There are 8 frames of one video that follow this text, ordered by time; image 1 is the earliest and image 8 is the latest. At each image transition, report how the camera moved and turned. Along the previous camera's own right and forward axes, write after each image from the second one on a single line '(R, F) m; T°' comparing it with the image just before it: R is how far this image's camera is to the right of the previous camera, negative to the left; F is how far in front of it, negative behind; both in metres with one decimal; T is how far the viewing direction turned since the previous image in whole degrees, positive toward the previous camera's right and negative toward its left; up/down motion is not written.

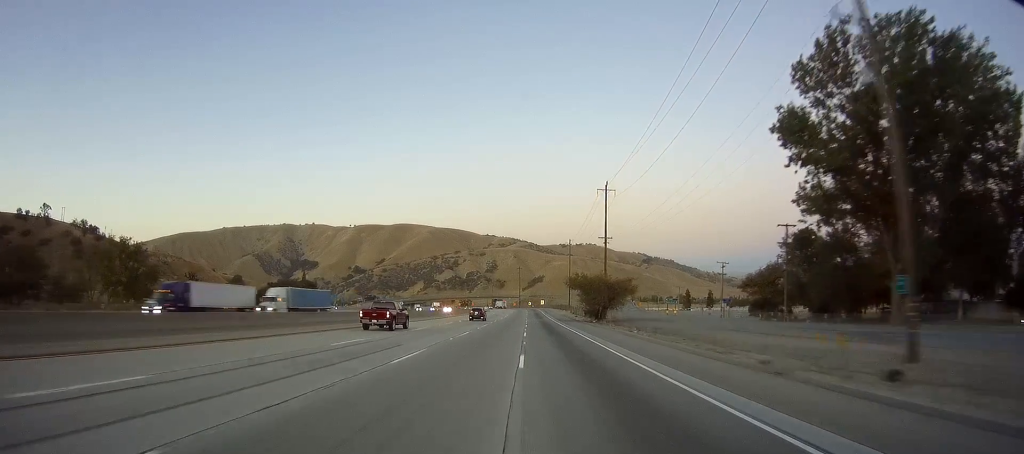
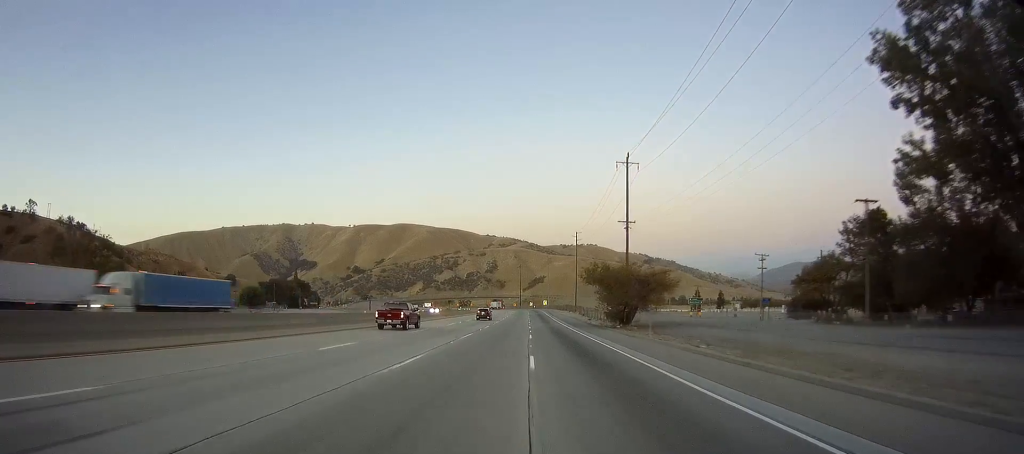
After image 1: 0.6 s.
(-0.3, +16.6) m; 0°
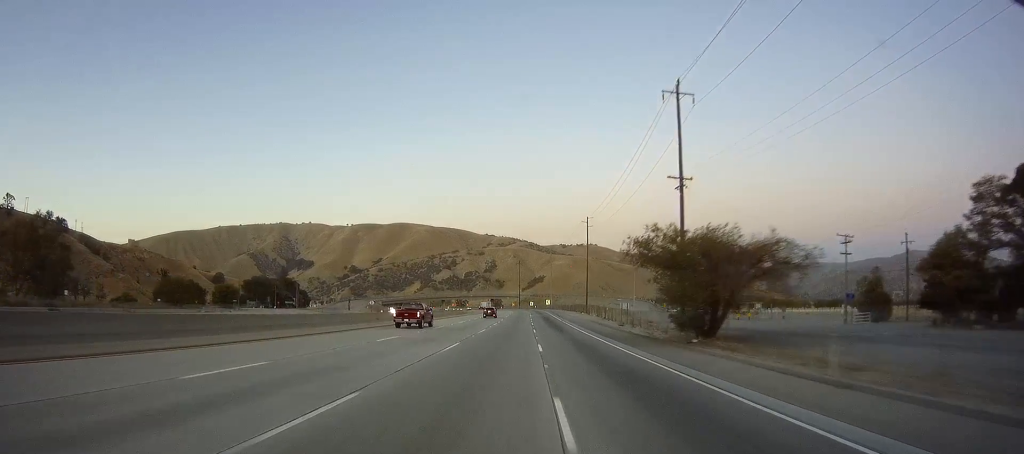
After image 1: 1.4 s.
(+0.2, +23.5) m; +1°
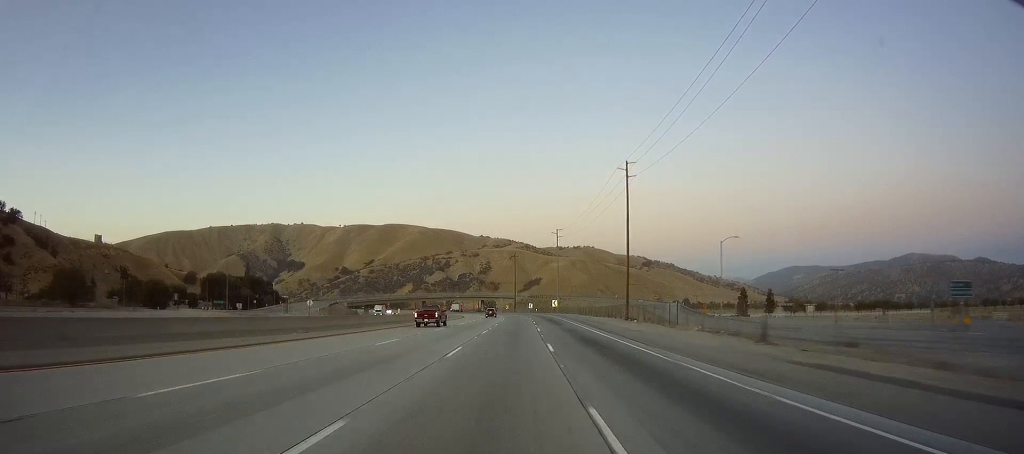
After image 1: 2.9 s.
(+0.3, +46.0) m; 0°
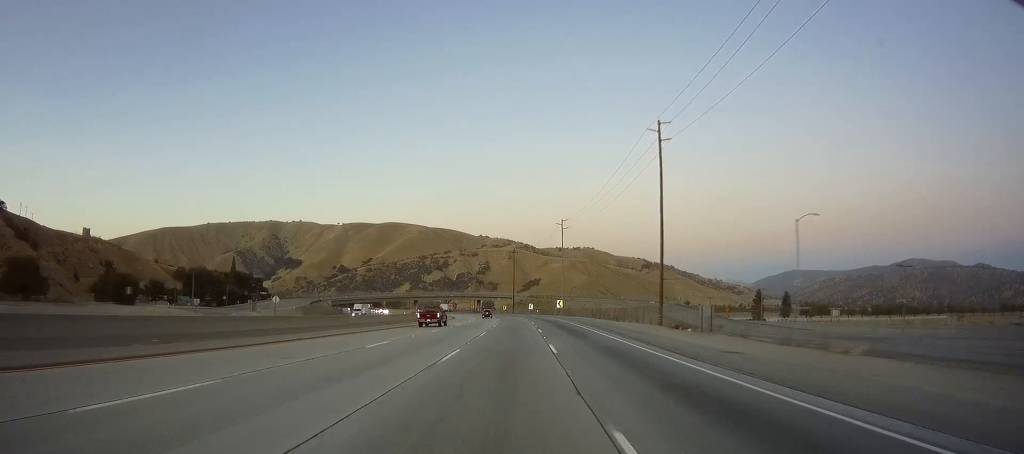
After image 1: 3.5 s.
(-0.4, +16.6) m; 0°
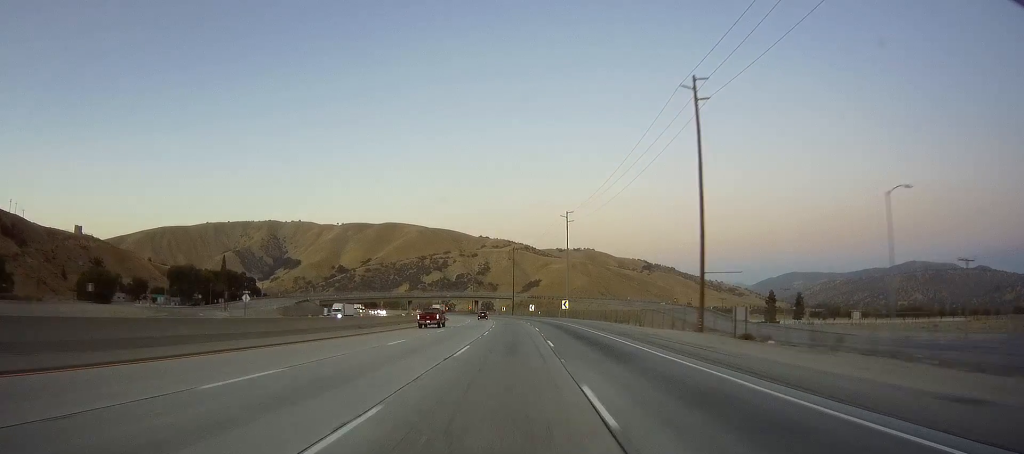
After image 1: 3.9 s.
(0.0, +11.7) m; 0°
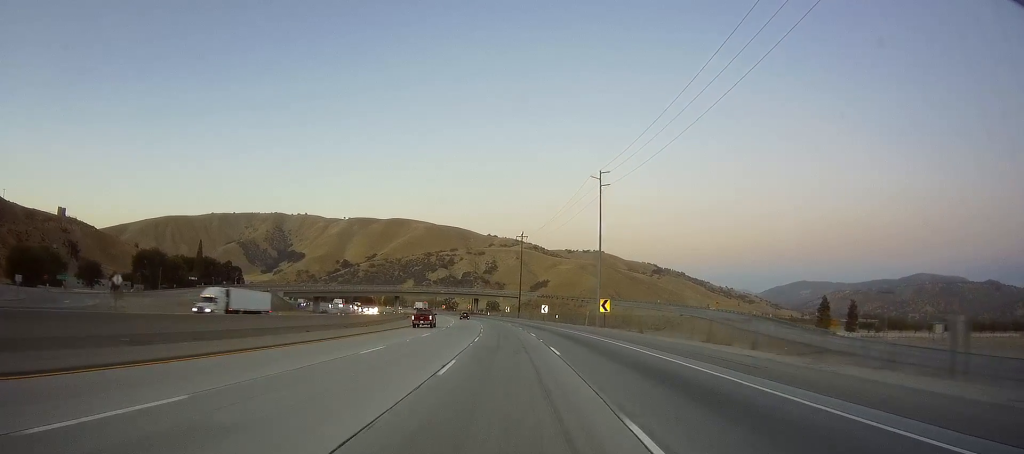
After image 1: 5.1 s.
(+0.1, +34.3) m; -2°
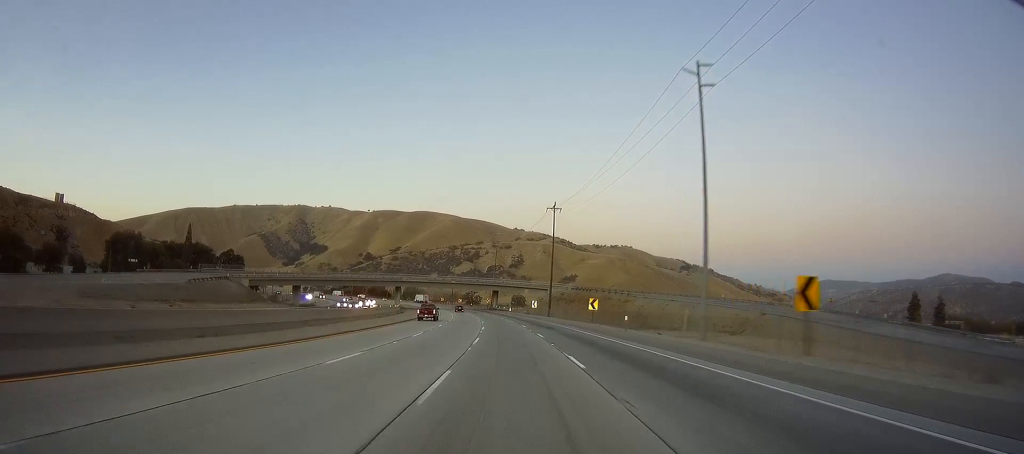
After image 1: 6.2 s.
(-1.1, +34.2) m; -4°
